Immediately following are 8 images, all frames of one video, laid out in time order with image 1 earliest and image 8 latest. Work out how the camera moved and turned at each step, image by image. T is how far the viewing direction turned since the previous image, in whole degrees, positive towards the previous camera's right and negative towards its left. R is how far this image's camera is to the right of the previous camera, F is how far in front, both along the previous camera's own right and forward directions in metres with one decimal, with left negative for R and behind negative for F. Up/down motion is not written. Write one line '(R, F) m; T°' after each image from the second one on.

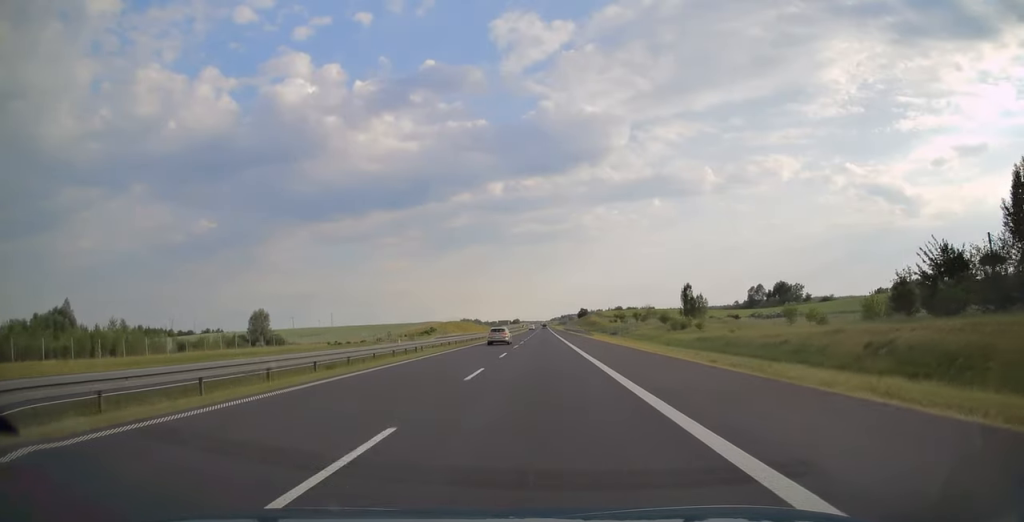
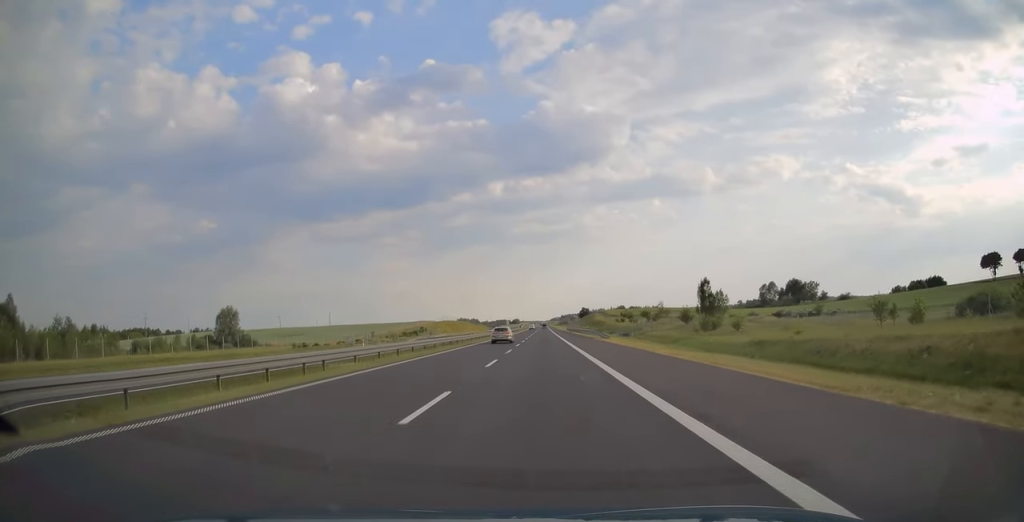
(-0.1, +19.2) m; 0°
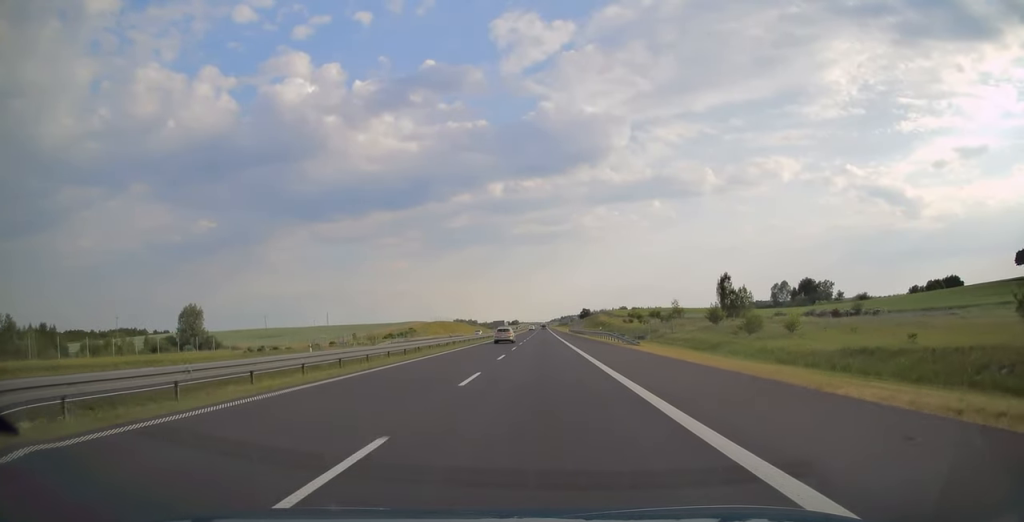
(-0.2, +18.1) m; 0°
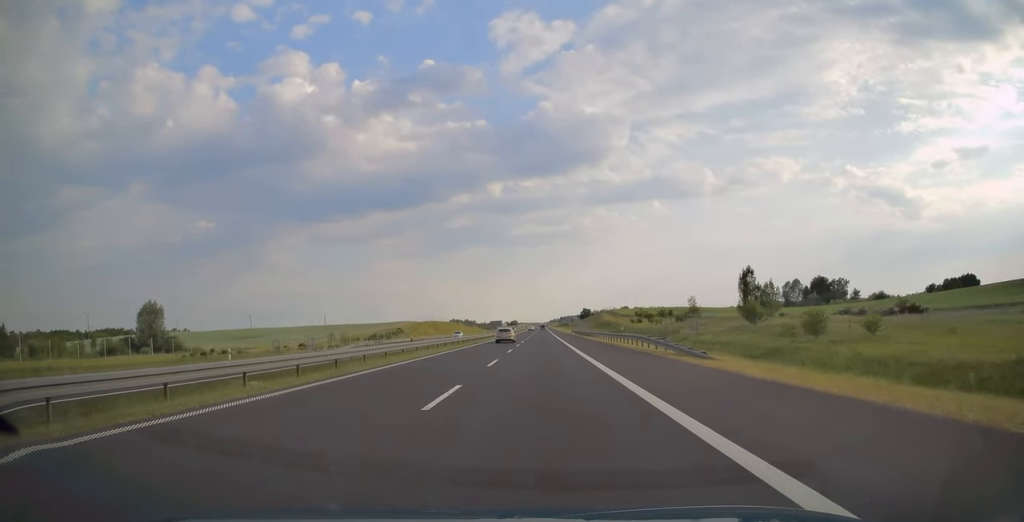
(+0.1, +16.4) m; 0°
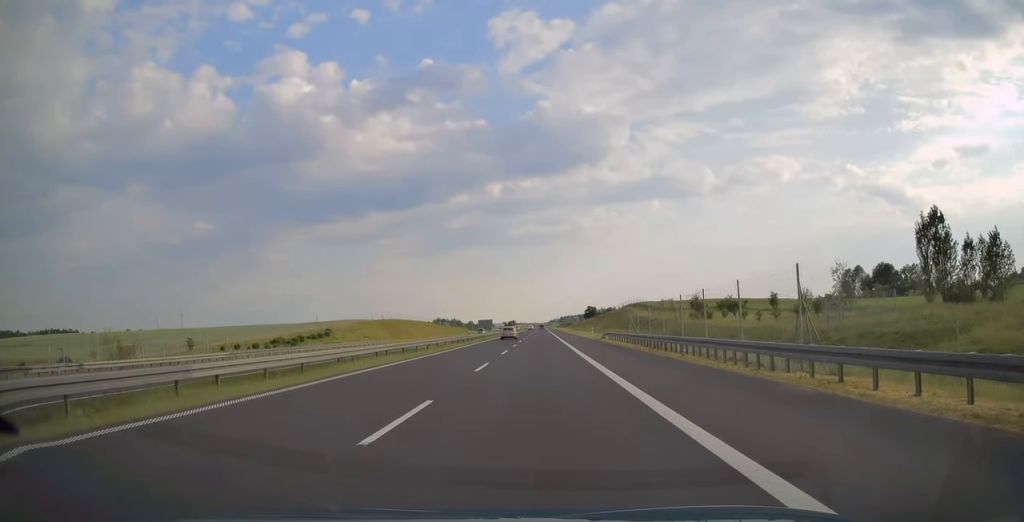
(+0.3, +63.3) m; 0°
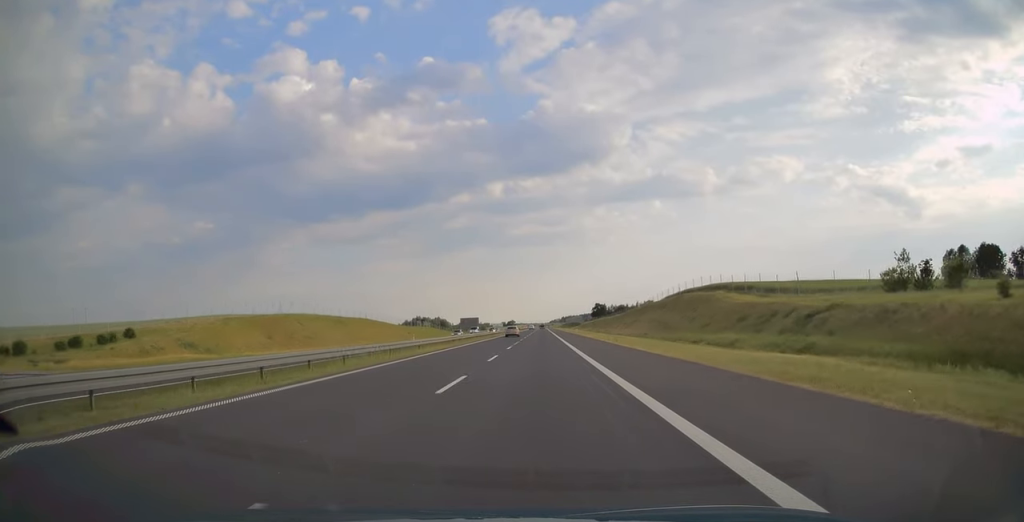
(+0.1, +67.0) m; 0°
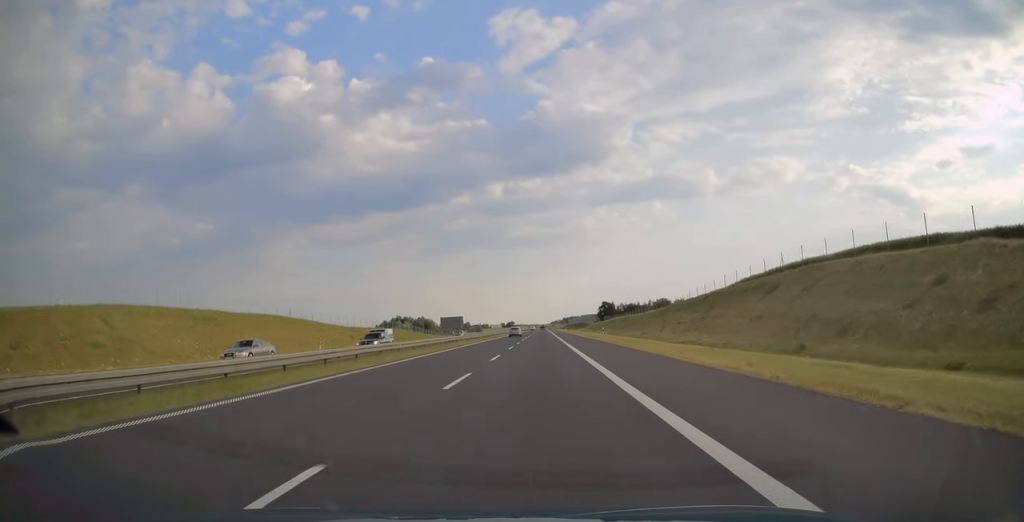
(0.0, +46.3) m; 0°
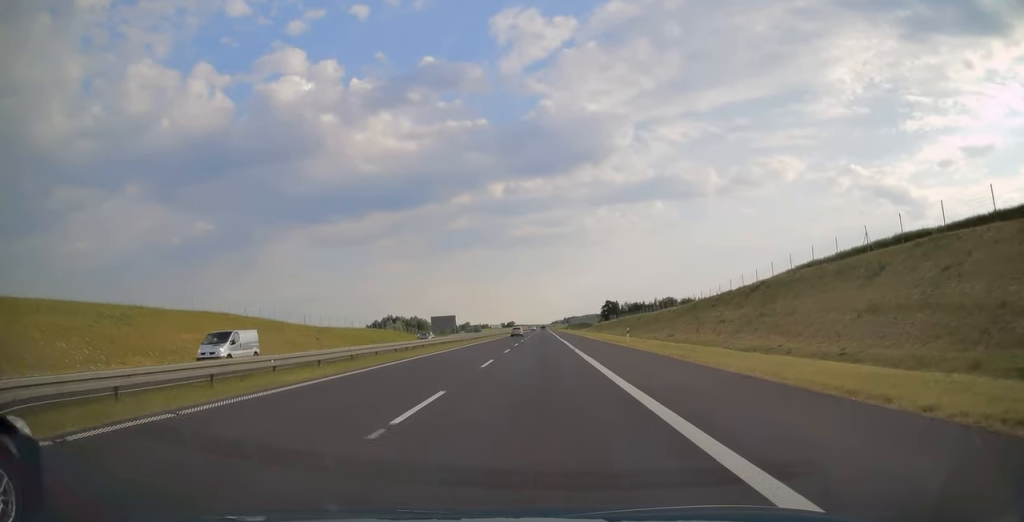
(0.0, +16.9) m; 0°
